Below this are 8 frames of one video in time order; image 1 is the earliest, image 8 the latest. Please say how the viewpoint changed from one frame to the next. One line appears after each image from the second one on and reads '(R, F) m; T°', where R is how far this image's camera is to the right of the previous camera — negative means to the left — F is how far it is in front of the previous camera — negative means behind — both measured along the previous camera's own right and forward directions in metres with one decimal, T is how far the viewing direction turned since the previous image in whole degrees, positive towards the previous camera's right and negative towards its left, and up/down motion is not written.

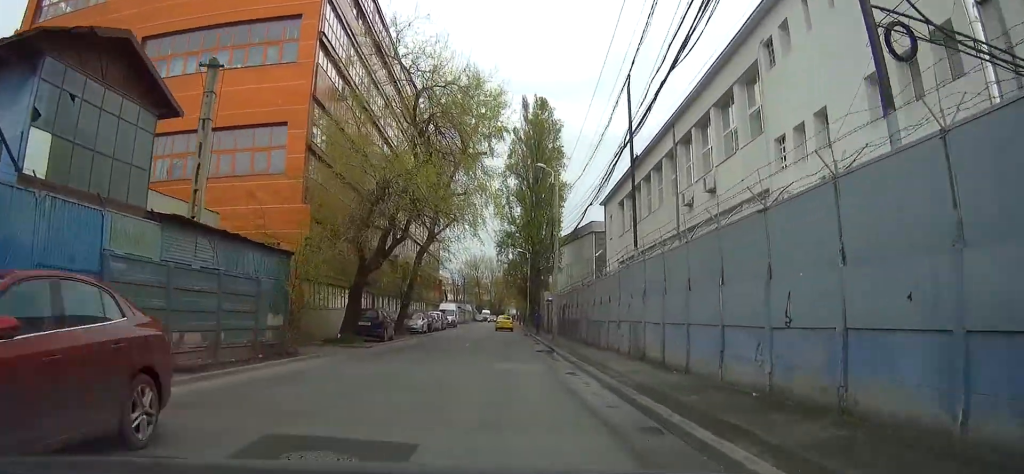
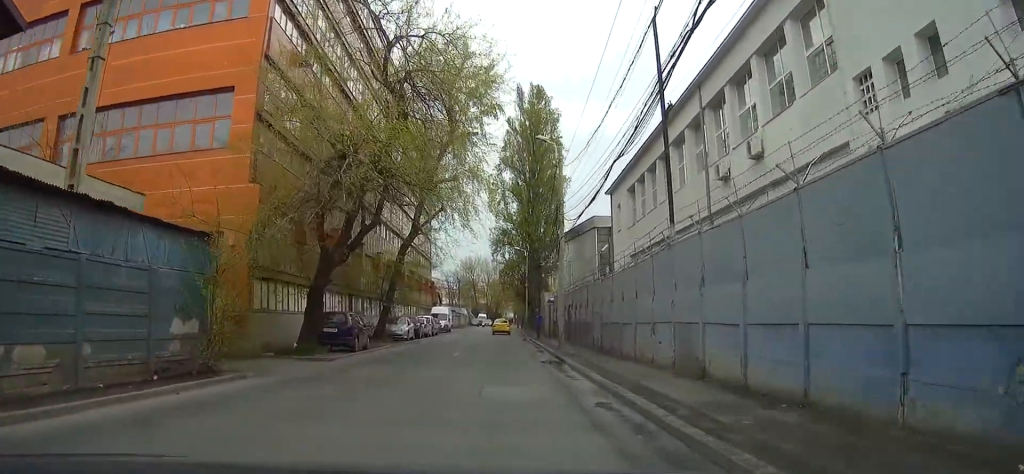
(0.0, +5.6) m; 0°
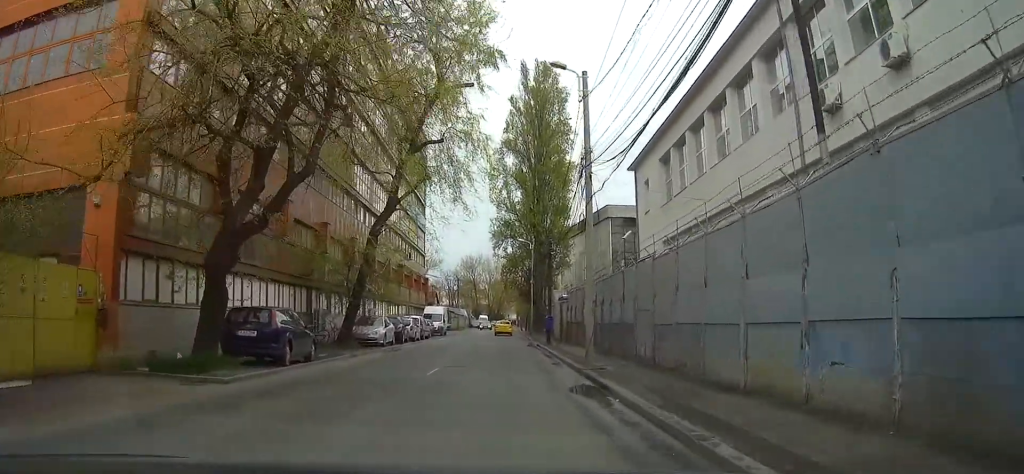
(+0.2, +8.5) m; 0°
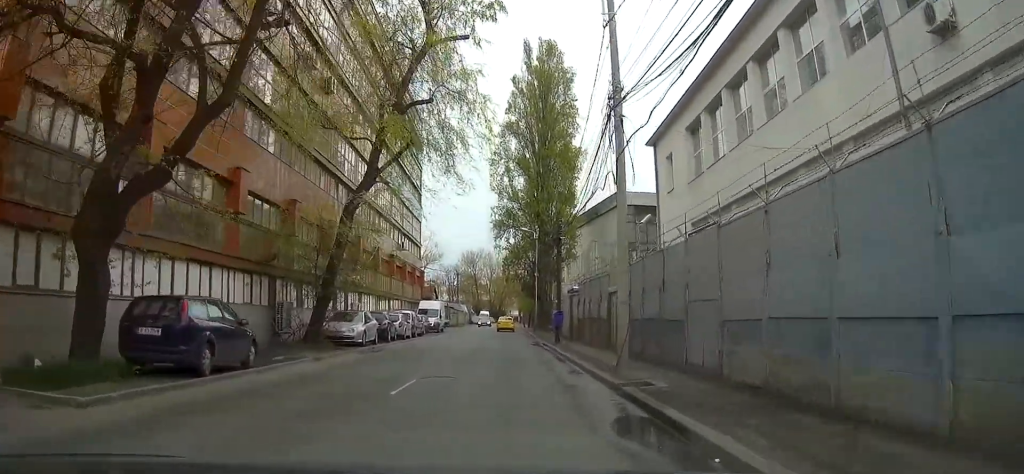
(-0.1, +5.2) m; -1°
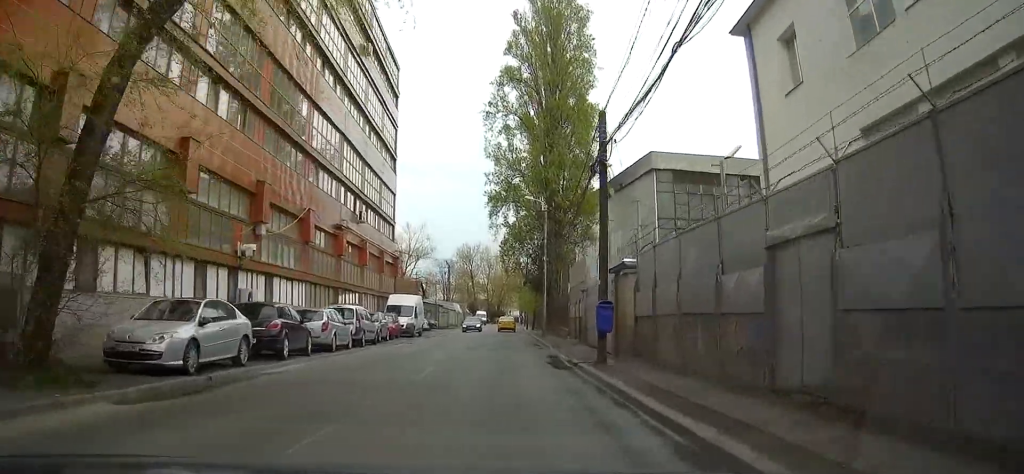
(-0.3, +14.7) m; -1°
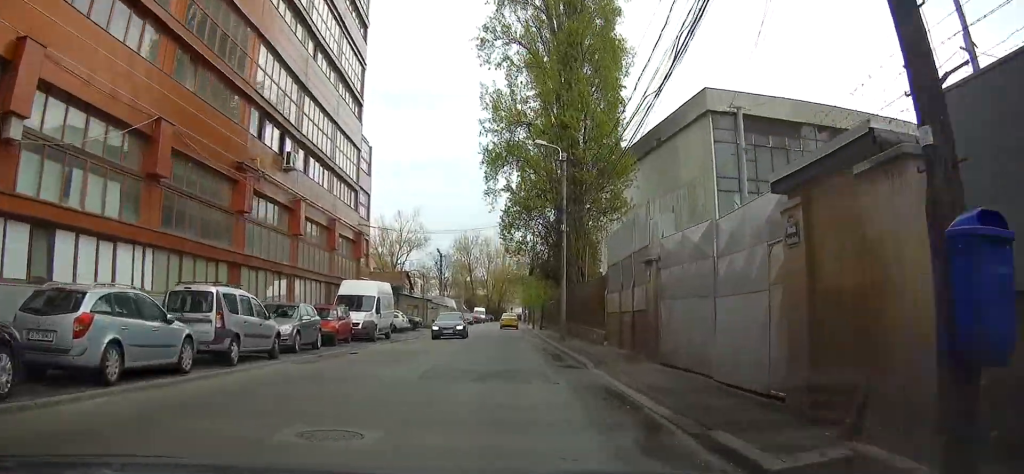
(+0.1, +13.6) m; +1°
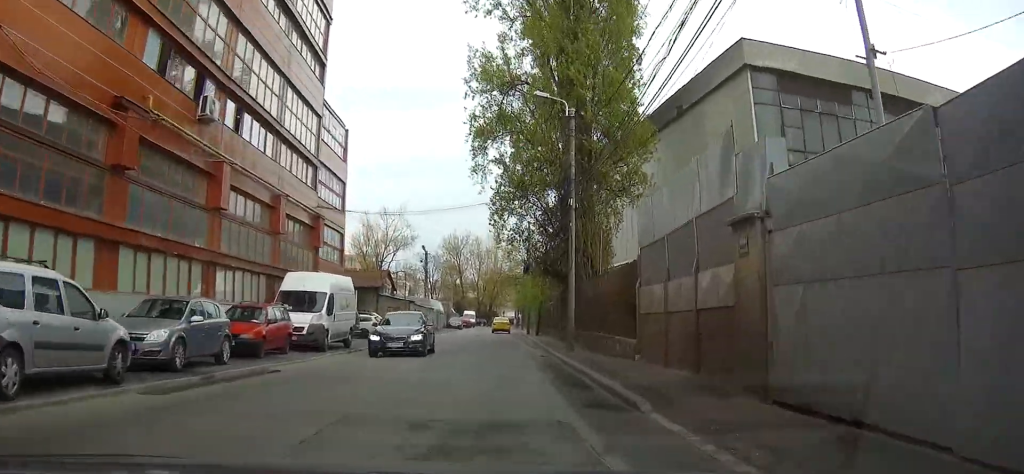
(0.0, +7.3) m; 0°
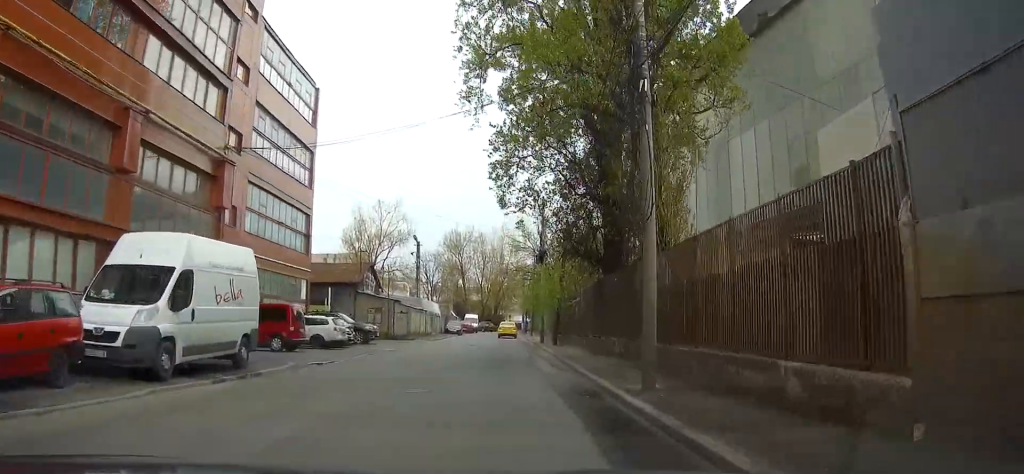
(0.0, +12.2) m; -1°
